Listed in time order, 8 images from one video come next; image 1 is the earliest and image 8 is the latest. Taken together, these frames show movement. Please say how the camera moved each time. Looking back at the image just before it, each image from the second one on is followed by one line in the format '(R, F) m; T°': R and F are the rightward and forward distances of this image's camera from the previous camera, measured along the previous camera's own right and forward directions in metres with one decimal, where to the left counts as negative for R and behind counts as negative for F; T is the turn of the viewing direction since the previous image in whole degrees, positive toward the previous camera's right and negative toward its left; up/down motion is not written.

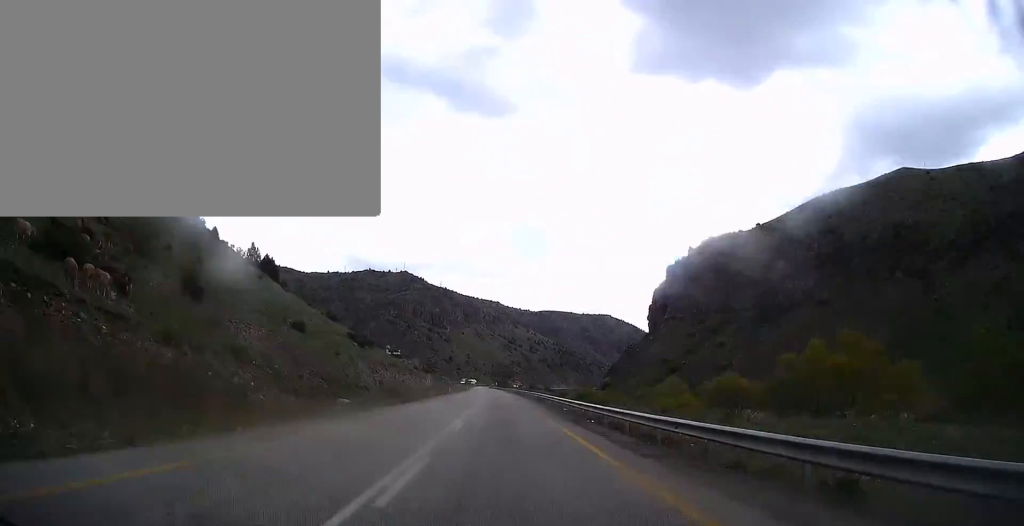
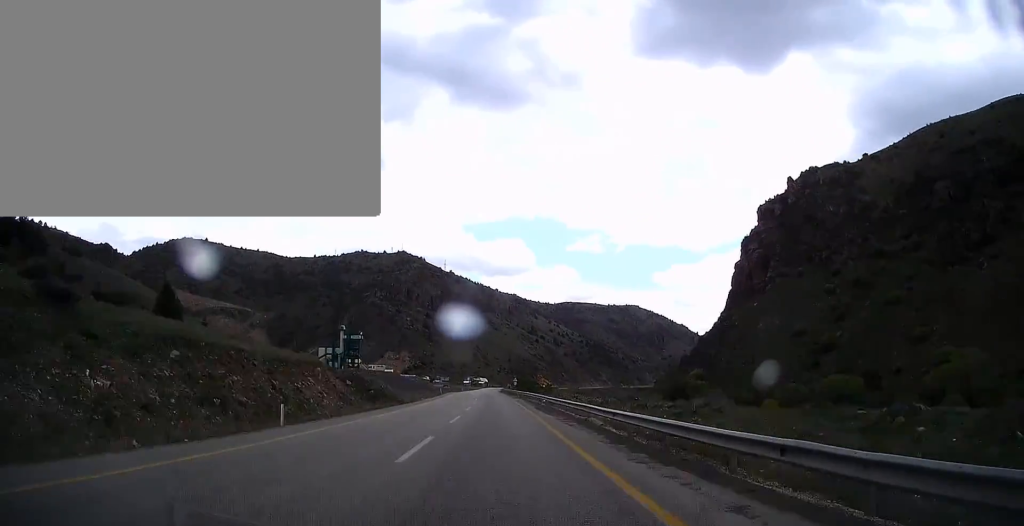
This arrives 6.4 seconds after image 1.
(-2.1, +151.2) m; -1°
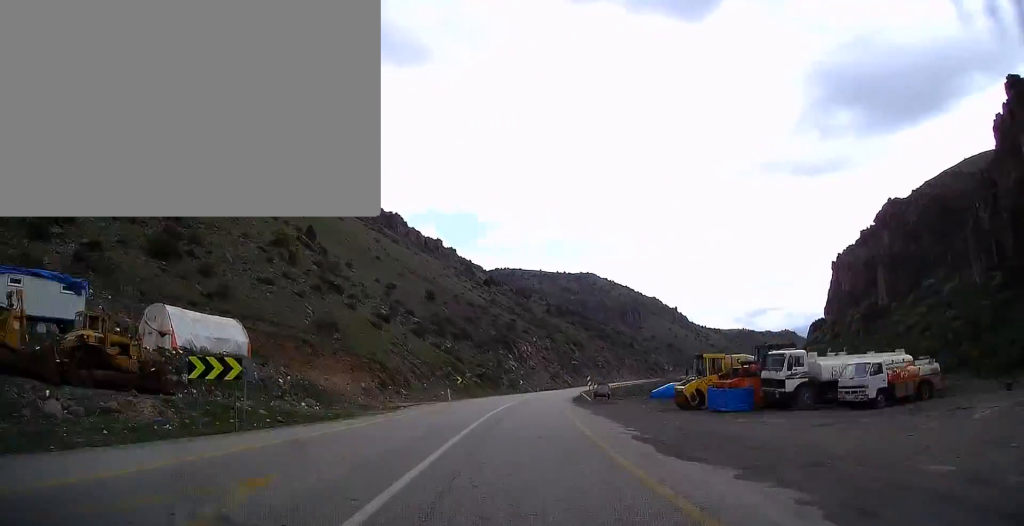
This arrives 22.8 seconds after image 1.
(+21.1, +372.0) m; +15°
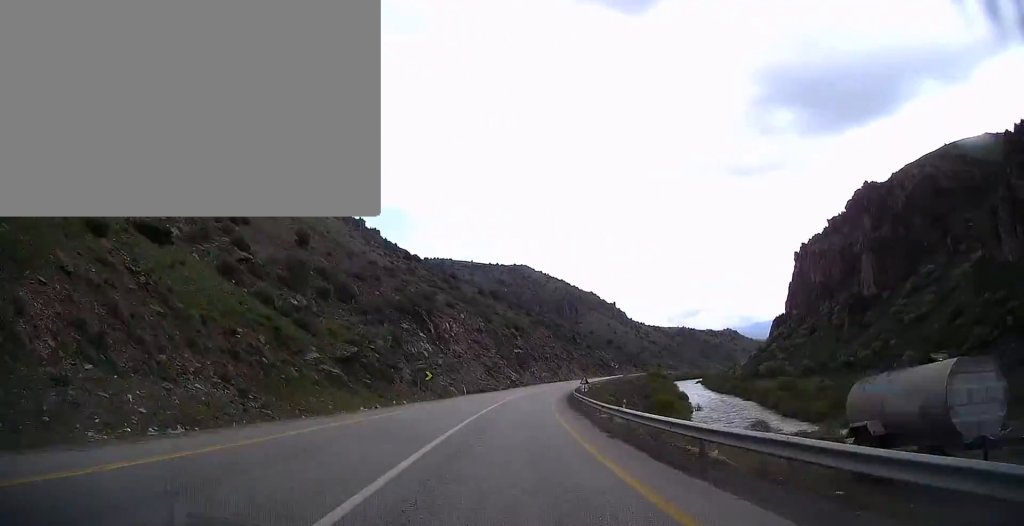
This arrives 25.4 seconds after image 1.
(+1.7, +59.1) m; +5°
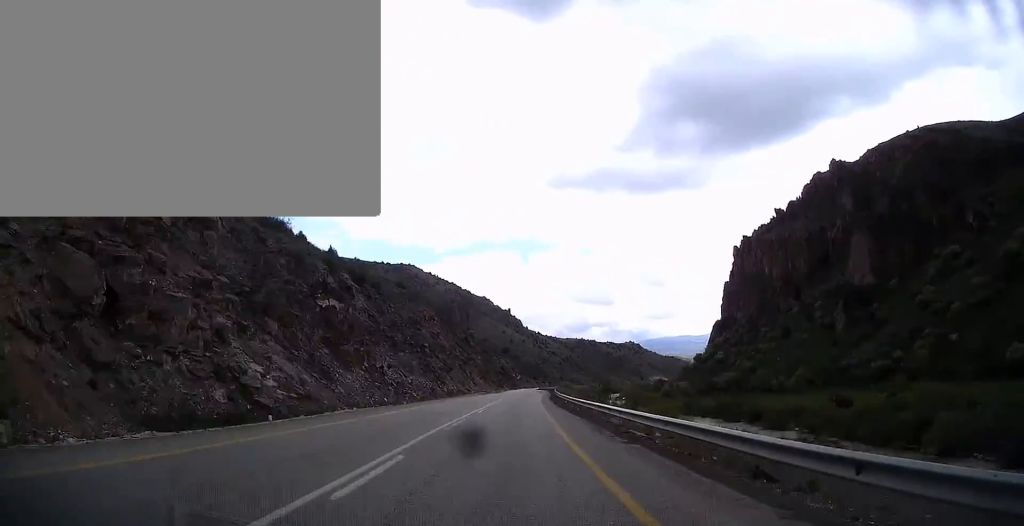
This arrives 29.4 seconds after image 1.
(+9.2, +95.6) m; +6°
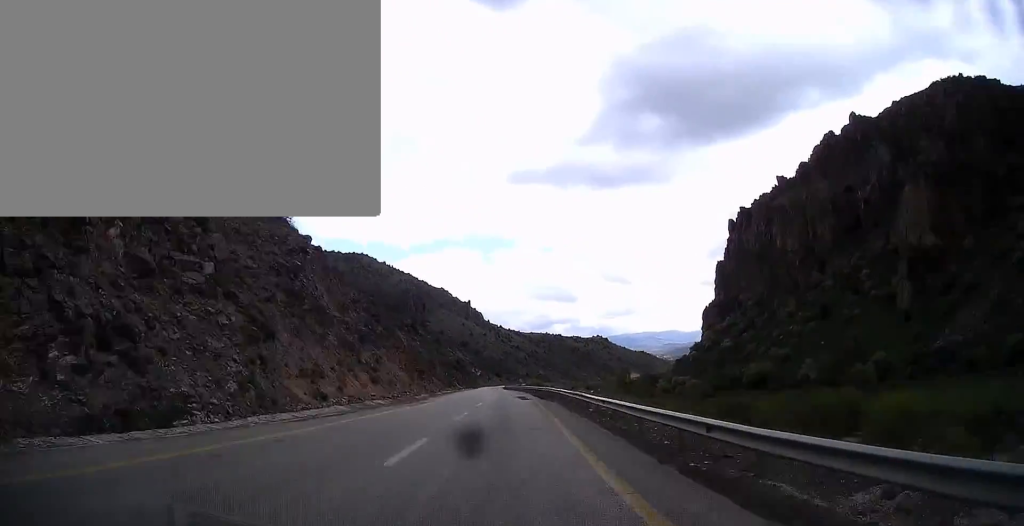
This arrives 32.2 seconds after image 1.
(+2.1, +68.0) m; +2°
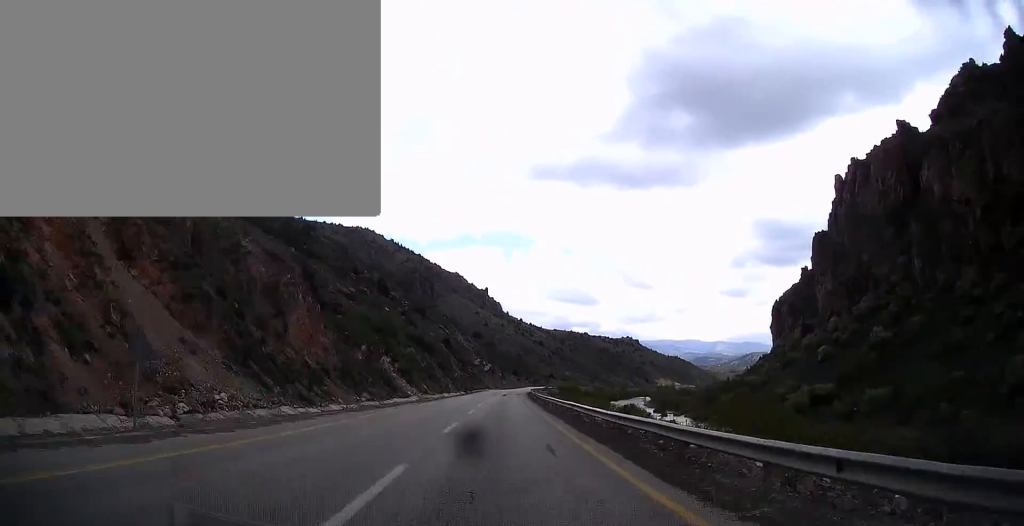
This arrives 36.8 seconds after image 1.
(+1.6, +111.9) m; +2°
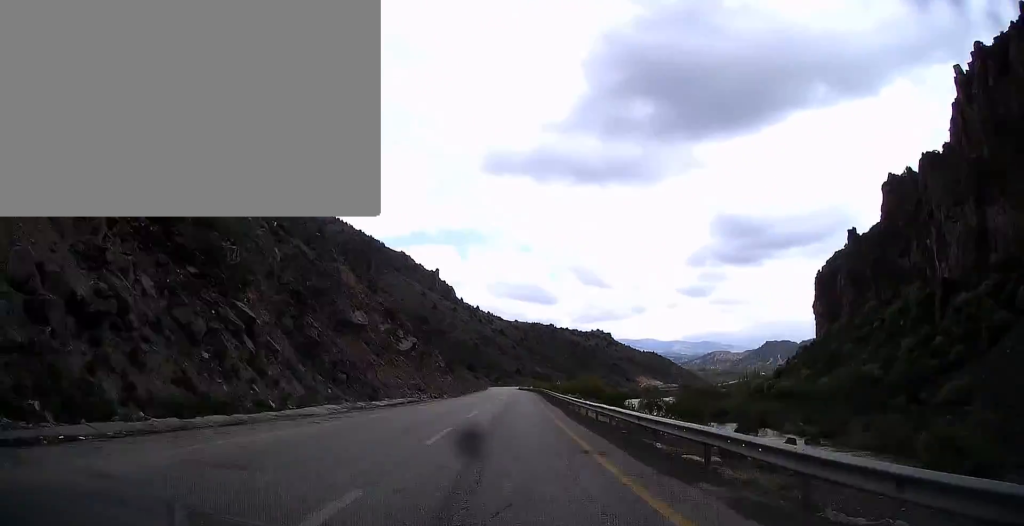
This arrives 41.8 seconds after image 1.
(+2.5, +117.1) m; +1°
